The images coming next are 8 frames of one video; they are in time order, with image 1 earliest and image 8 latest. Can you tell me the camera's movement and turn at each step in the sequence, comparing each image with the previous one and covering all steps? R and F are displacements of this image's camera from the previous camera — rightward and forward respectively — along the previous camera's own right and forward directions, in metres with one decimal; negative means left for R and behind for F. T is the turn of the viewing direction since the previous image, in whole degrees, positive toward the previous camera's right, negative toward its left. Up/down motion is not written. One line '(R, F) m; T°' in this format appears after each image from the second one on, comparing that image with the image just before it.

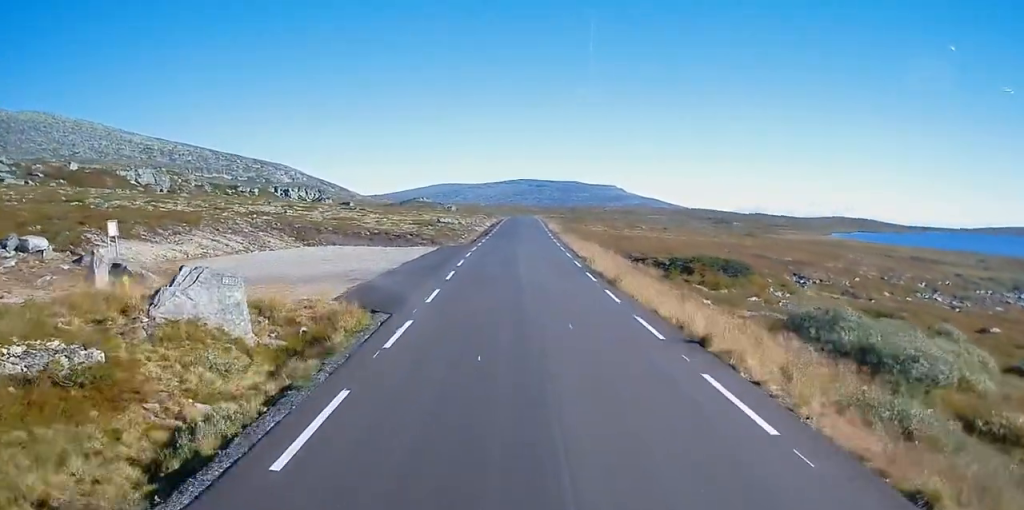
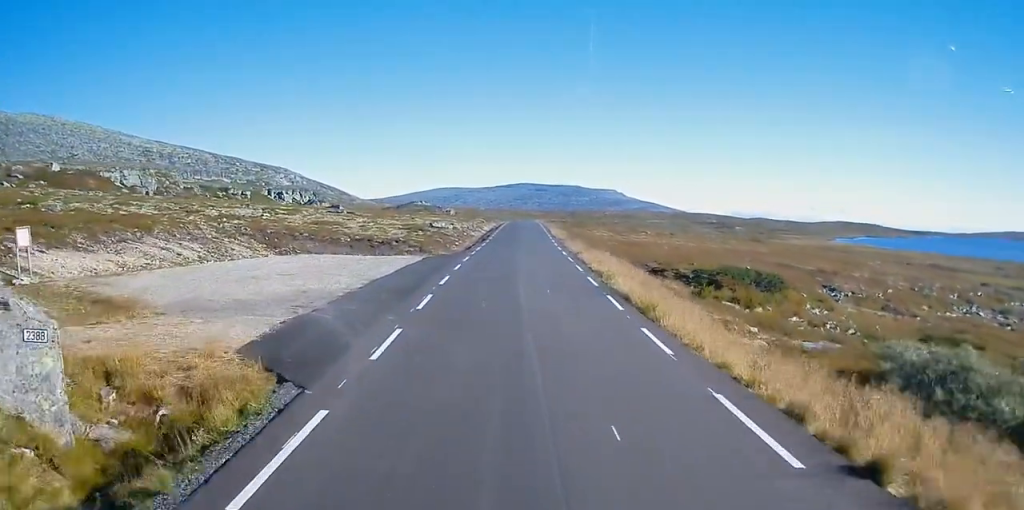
(0.0, +7.0) m; +1°
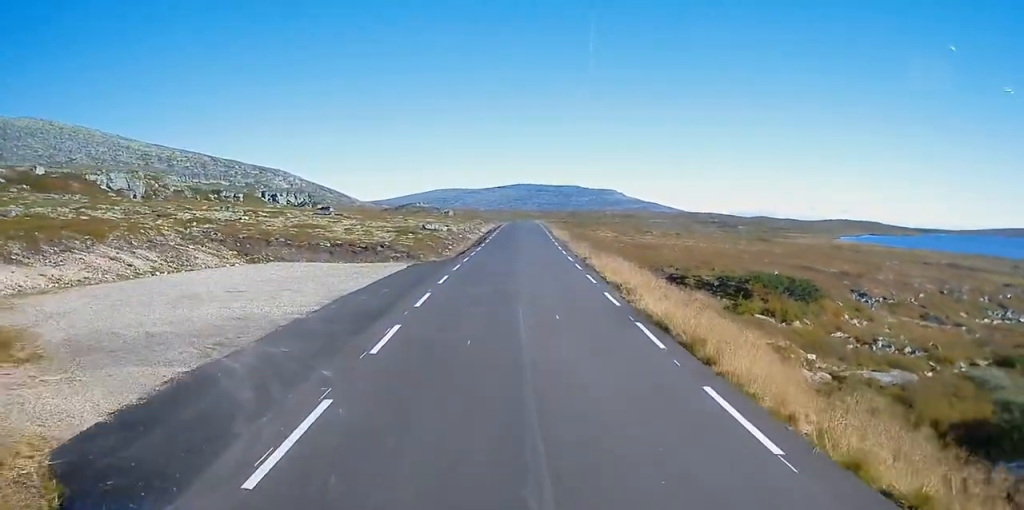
(+0.1, +5.6) m; 0°
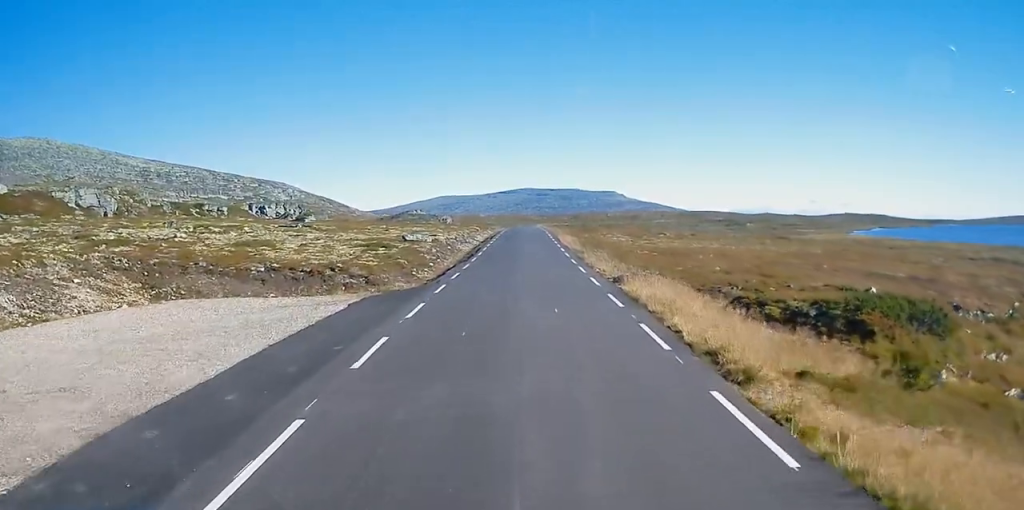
(0.0, +12.7) m; 0°
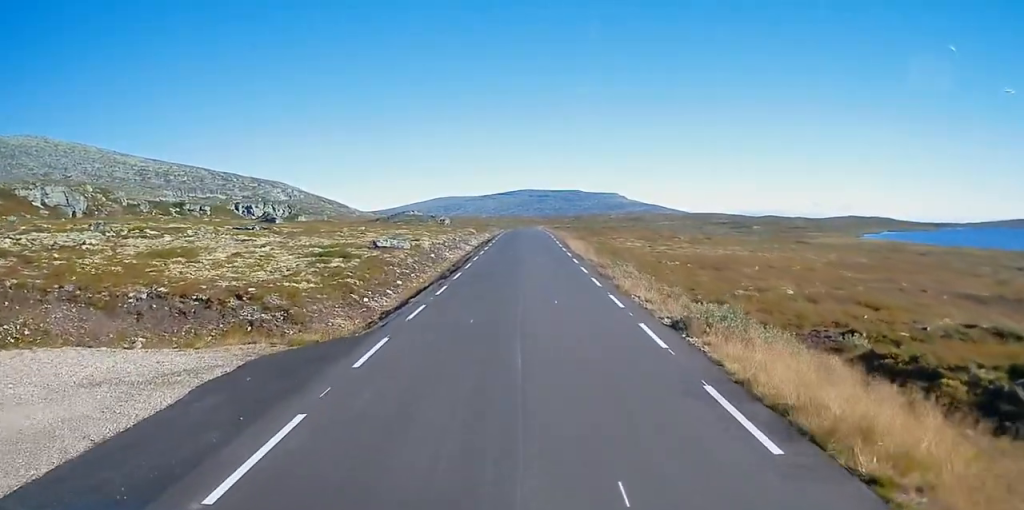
(+0.1, +11.7) m; 0°
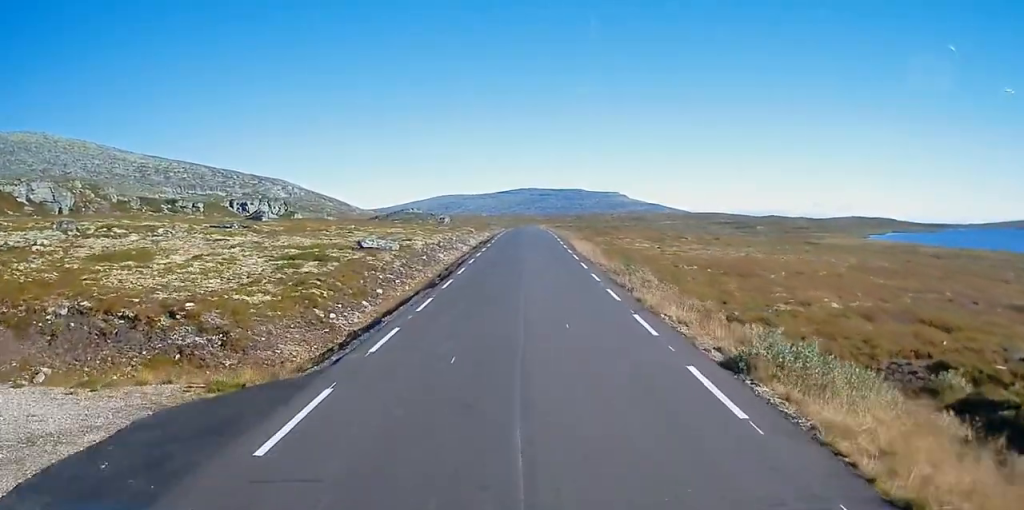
(+0.1, +4.7) m; 0°
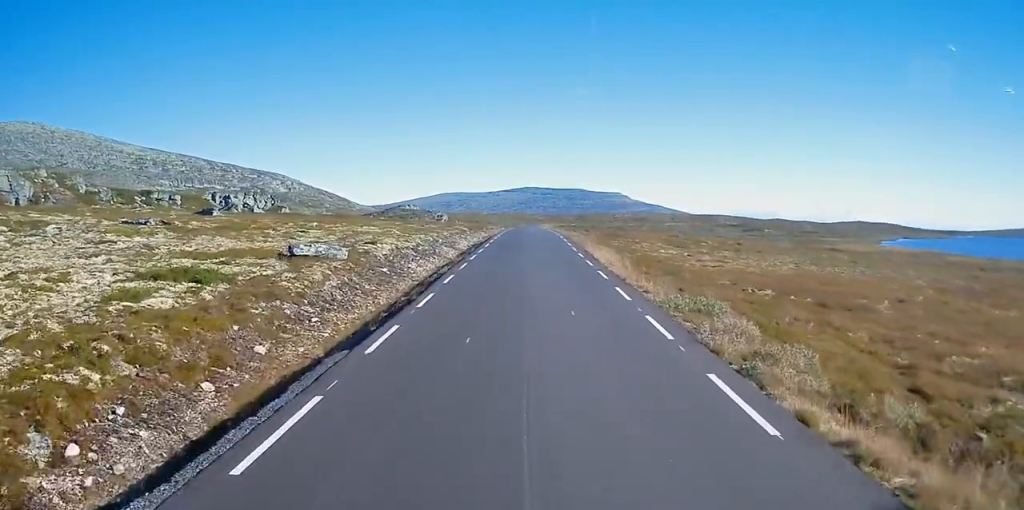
(-0.3, +12.9) m; -1°
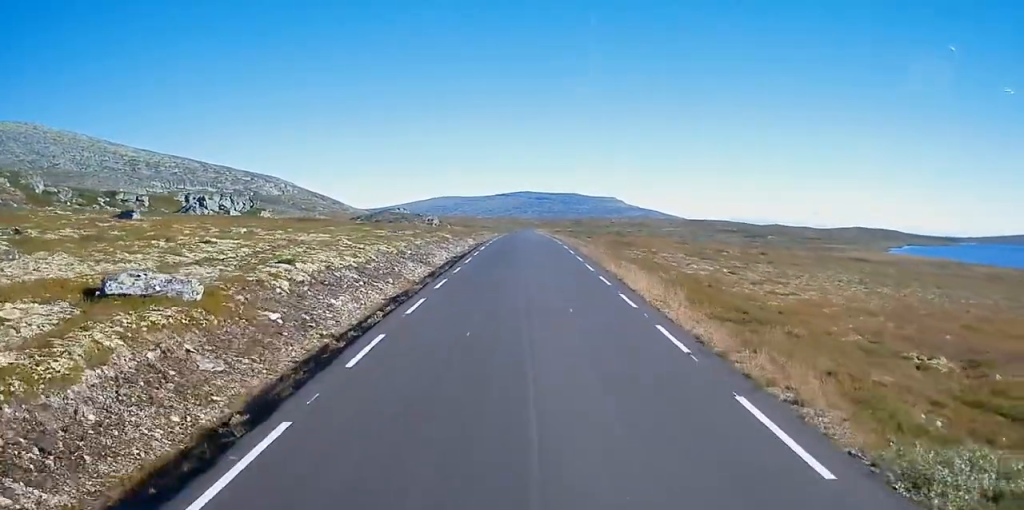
(0.0, +13.4) m; 0°
